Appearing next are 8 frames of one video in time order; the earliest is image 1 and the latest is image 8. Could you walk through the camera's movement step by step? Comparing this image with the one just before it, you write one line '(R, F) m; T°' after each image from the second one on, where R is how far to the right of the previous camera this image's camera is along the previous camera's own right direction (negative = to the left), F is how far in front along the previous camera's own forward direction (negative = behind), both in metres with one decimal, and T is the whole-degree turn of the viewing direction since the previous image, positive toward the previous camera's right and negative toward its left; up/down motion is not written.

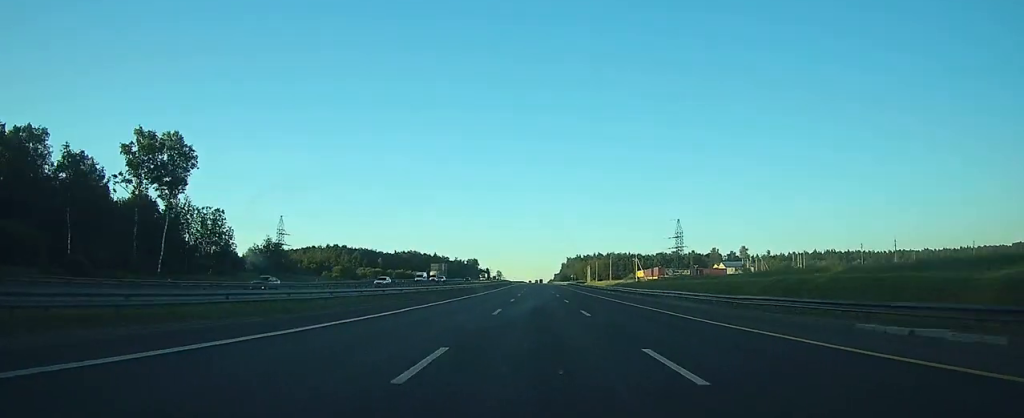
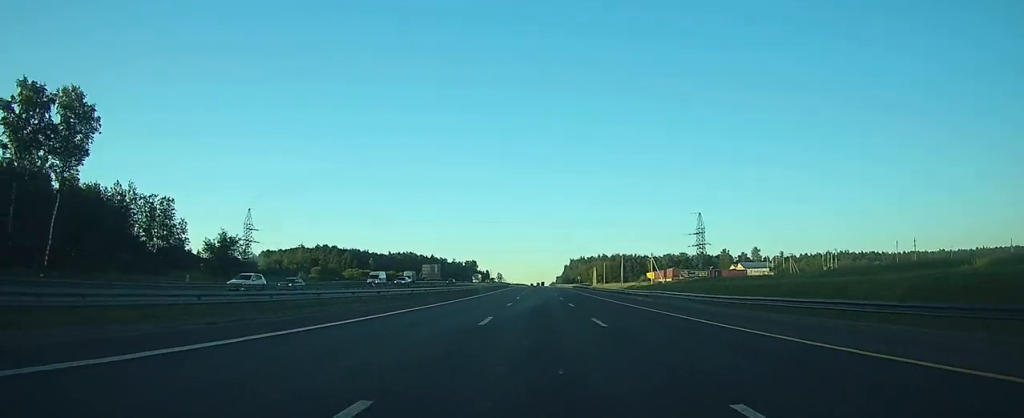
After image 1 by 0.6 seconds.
(0.0, +21.1) m; 0°
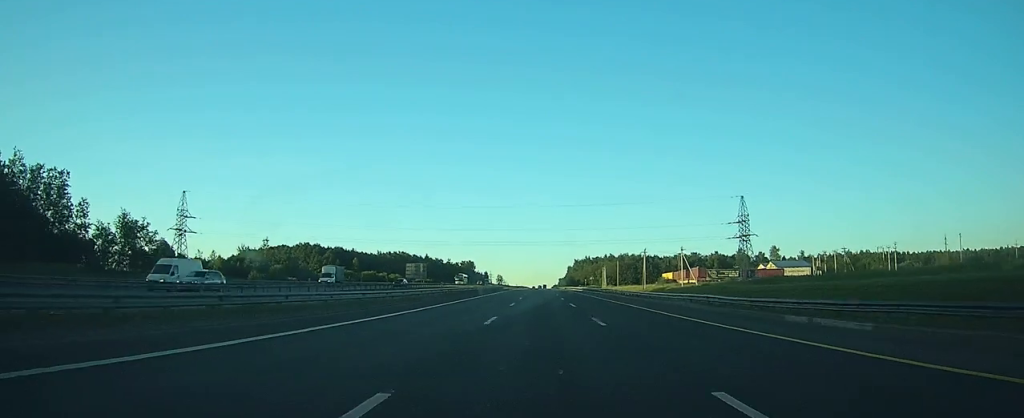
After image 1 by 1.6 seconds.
(0.0, +31.1) m; 0°
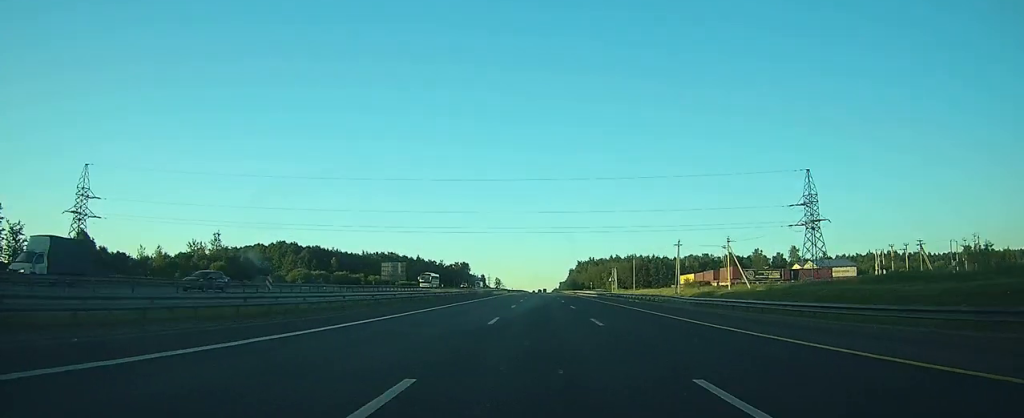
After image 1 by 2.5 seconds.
(0.0, +30.9) m; 0°
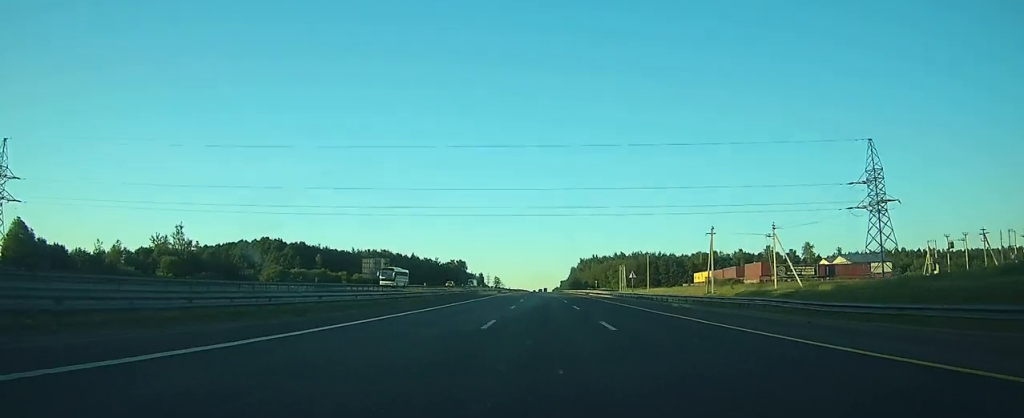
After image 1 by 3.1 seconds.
(-0.1, +18.7) m; 0°
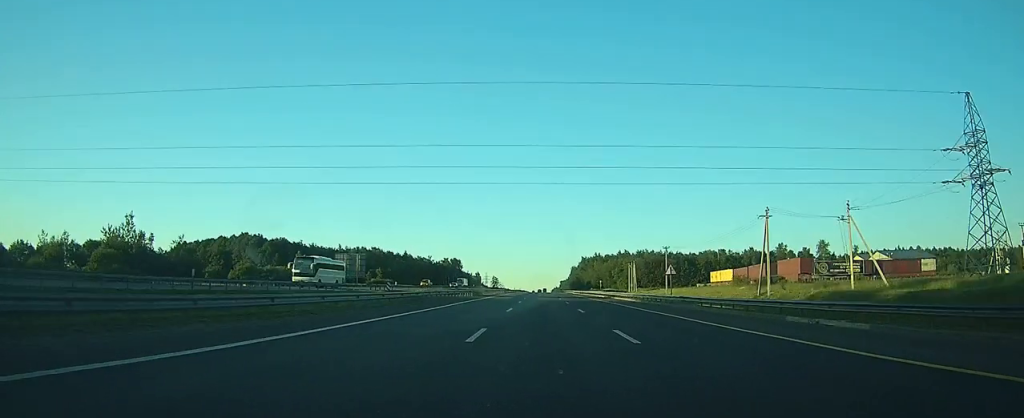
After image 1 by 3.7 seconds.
(0.0, +19.8) m; 0°
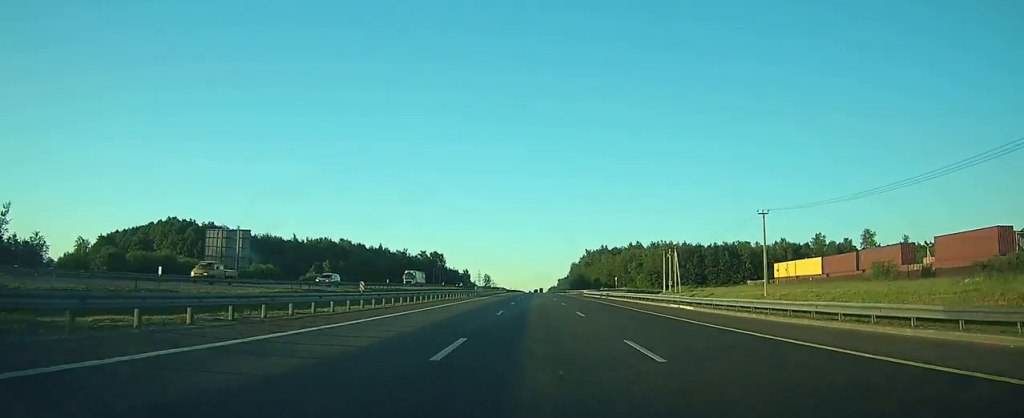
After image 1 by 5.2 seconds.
(+0.2, +51.2) m; 0°
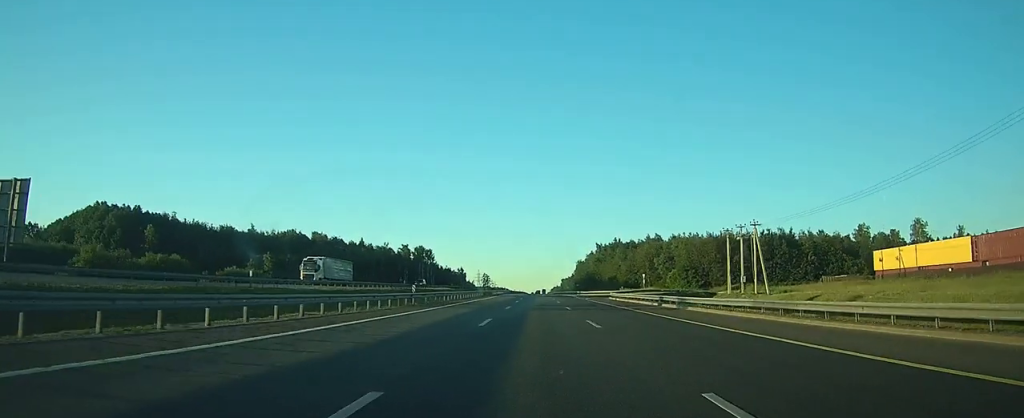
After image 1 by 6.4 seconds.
(+0.1, +39.1) m; 0°
